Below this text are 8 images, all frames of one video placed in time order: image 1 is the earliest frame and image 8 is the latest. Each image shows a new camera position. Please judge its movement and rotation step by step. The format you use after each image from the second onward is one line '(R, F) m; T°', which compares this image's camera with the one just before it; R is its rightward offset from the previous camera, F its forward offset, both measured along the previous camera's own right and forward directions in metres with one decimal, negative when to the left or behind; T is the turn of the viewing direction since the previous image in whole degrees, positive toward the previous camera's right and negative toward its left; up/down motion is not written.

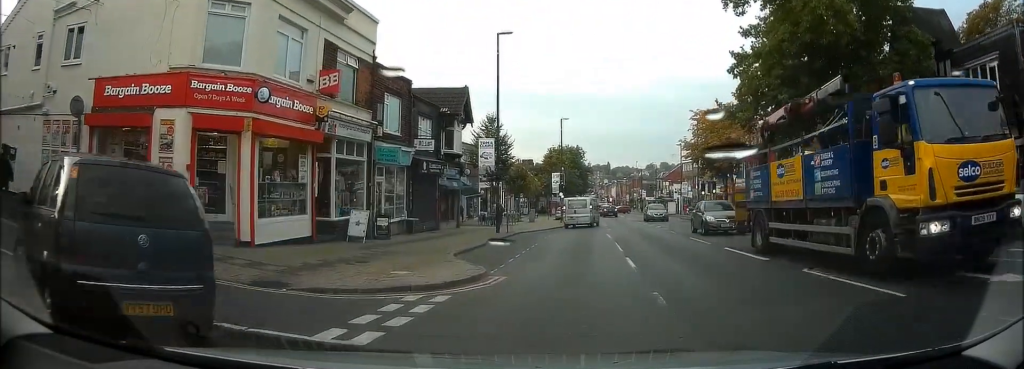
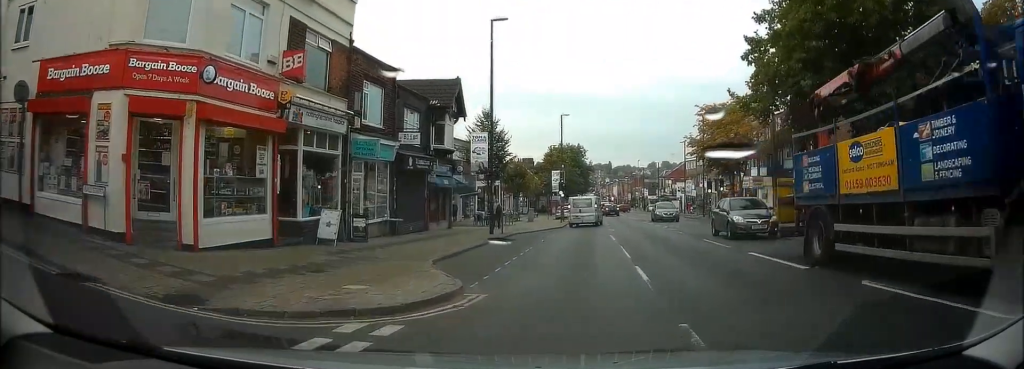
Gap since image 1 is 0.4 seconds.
(0.0, +2.4) m; 0°
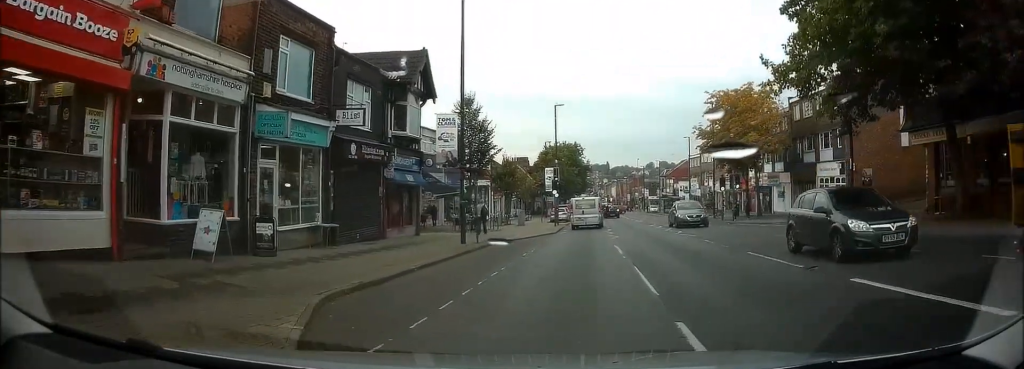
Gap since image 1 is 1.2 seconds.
(+0.1, +5.8) m; +1°
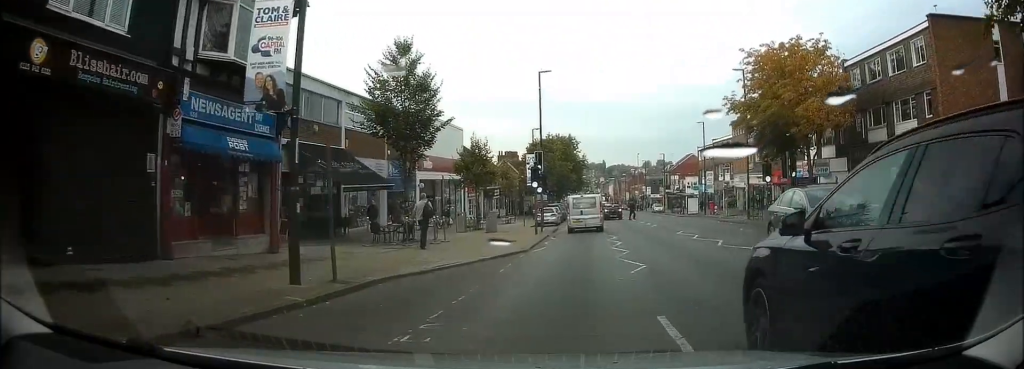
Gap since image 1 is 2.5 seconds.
(+0.1, +10.8) m; 0°
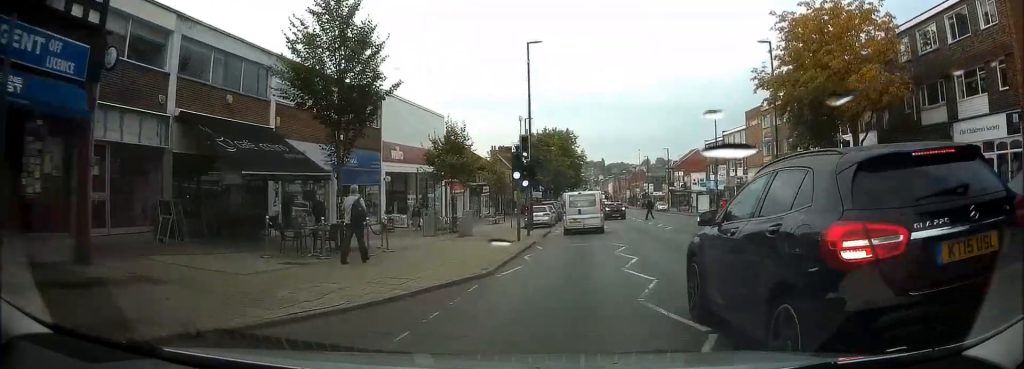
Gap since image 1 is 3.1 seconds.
(0.0, +5.3) m; 0°
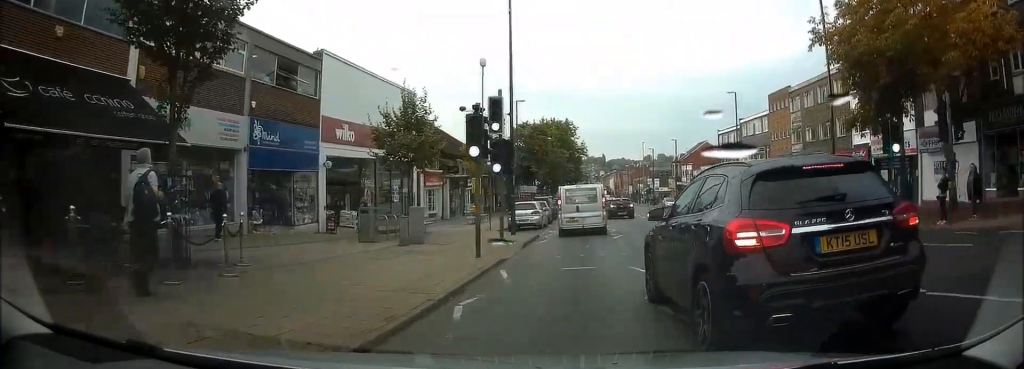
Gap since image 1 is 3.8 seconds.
(0.0, +6.3) m; 0°
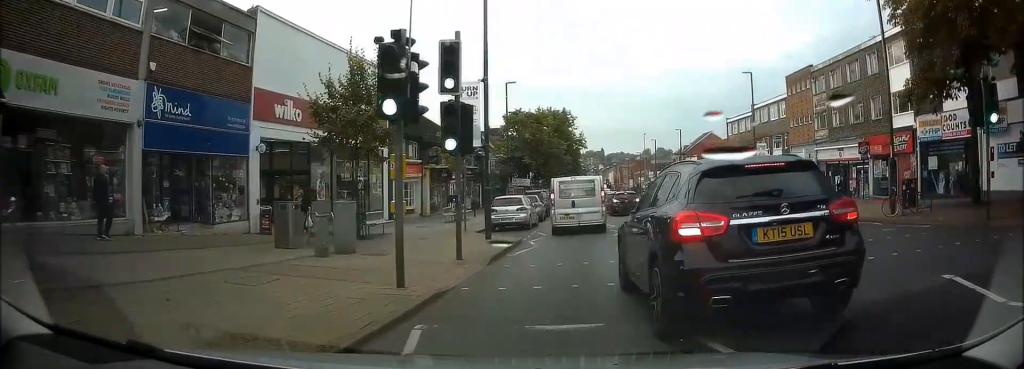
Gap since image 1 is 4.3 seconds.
(+0.1, +4.8) m; 0°
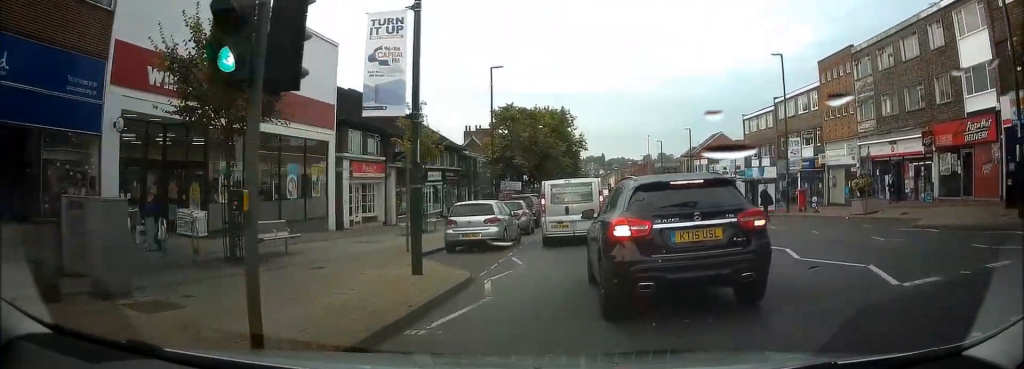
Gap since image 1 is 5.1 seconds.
(-0.1, +7.7) m; 0°
